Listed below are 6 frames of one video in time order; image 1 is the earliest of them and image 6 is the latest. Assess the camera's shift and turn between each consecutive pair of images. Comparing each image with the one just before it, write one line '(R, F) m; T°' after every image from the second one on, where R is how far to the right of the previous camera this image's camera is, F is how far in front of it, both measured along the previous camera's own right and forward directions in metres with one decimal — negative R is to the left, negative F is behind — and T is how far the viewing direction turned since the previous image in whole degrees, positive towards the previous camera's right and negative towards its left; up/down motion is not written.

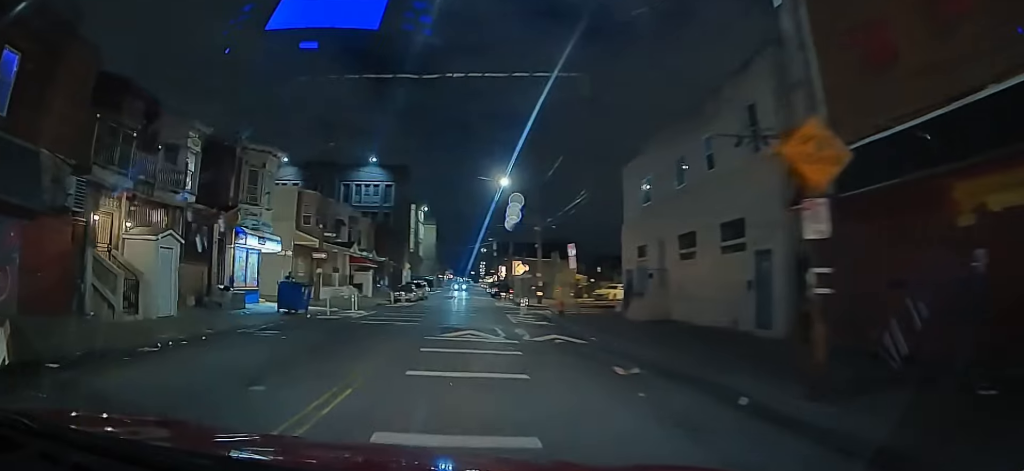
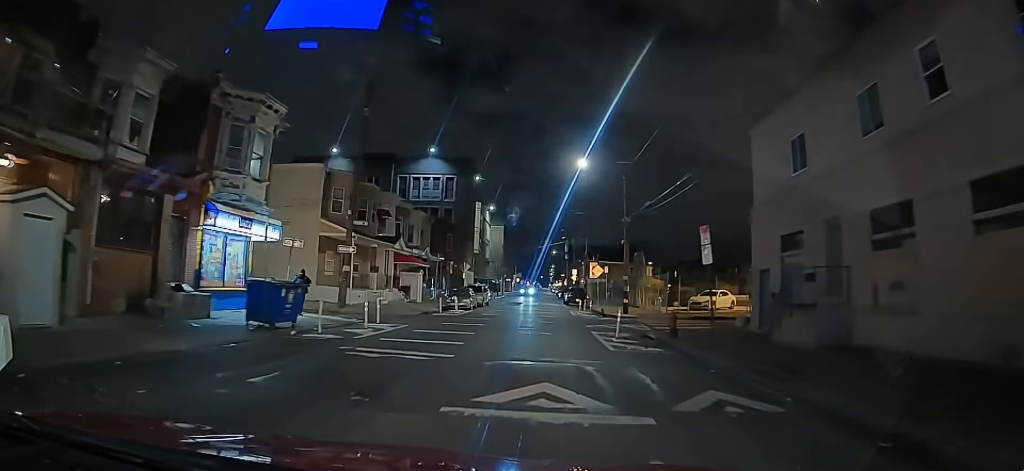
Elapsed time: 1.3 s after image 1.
(-0.6, +7.7) m; -5°
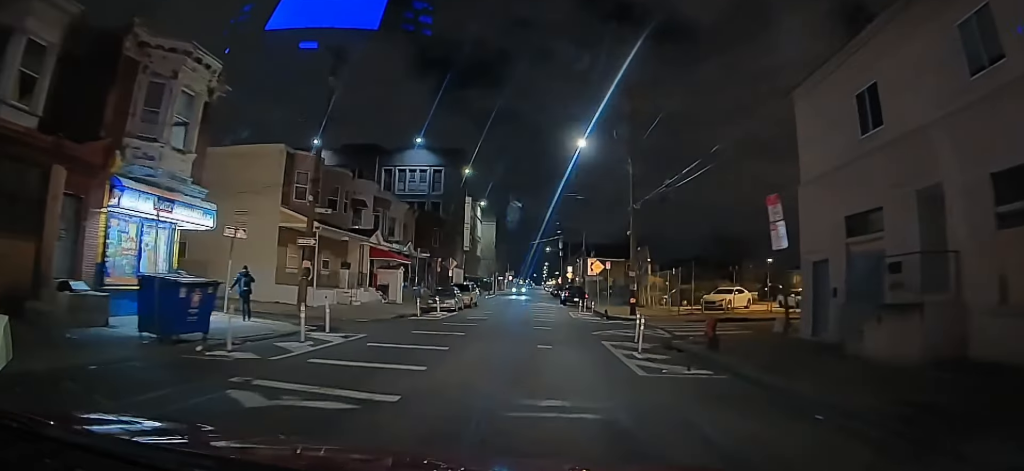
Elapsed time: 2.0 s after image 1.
(+0.1, +4.2) m; +1°
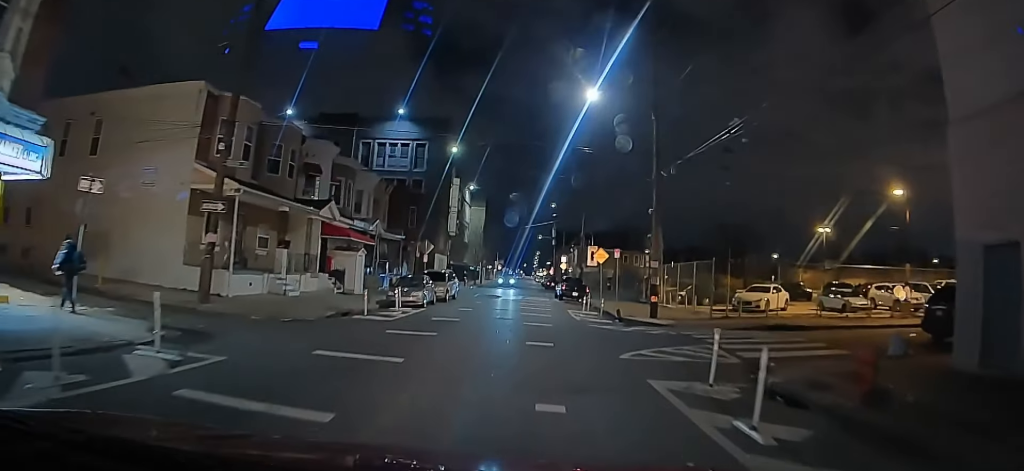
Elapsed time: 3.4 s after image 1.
(+0.1, +7.1) m; +3°
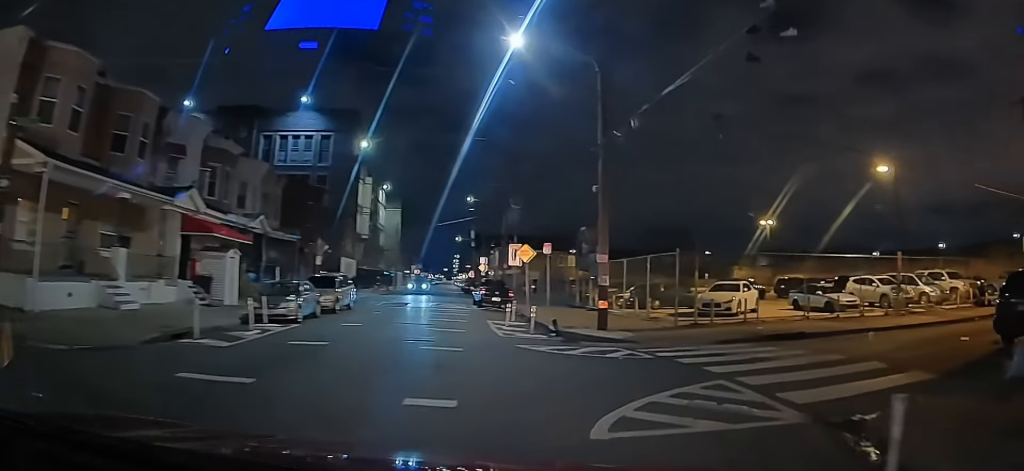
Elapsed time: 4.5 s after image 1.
(+0.4, +6.3) m; +9°
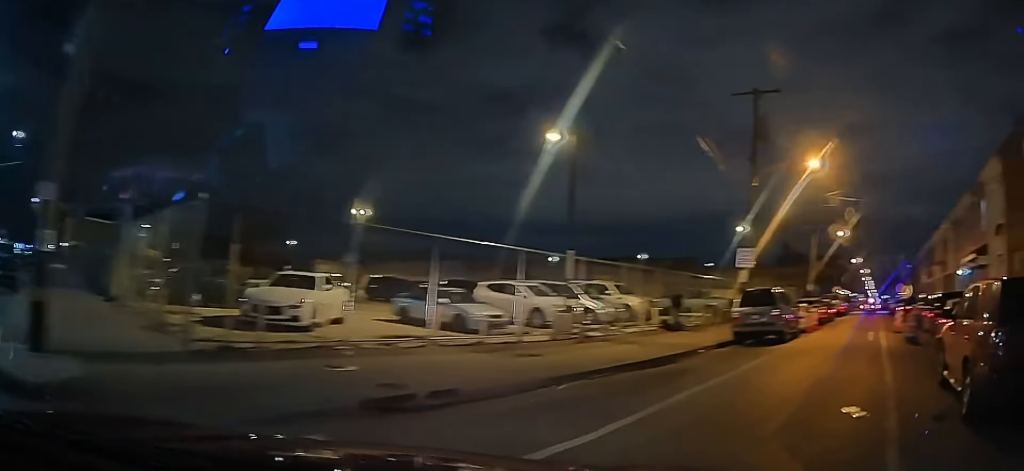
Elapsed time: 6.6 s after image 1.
(+2.4, +9.8) m; +39°
